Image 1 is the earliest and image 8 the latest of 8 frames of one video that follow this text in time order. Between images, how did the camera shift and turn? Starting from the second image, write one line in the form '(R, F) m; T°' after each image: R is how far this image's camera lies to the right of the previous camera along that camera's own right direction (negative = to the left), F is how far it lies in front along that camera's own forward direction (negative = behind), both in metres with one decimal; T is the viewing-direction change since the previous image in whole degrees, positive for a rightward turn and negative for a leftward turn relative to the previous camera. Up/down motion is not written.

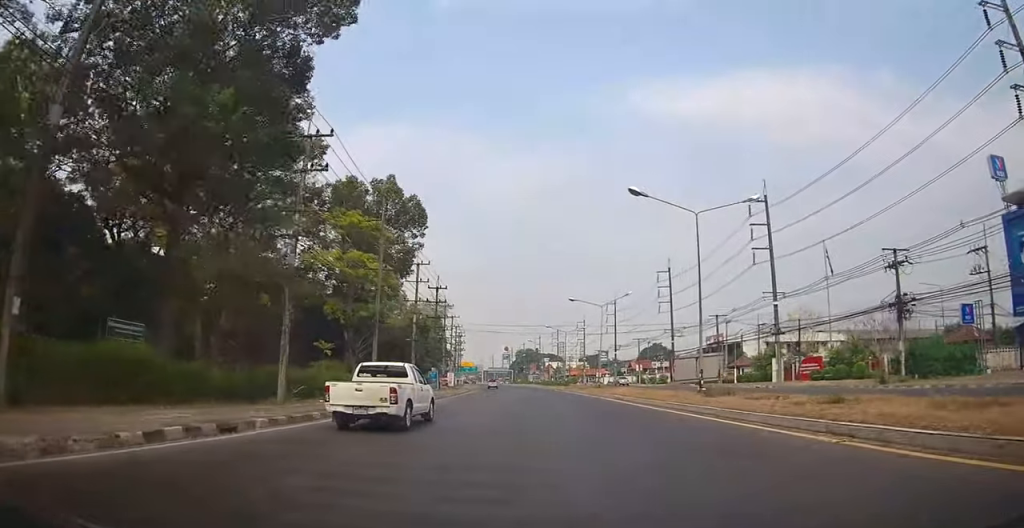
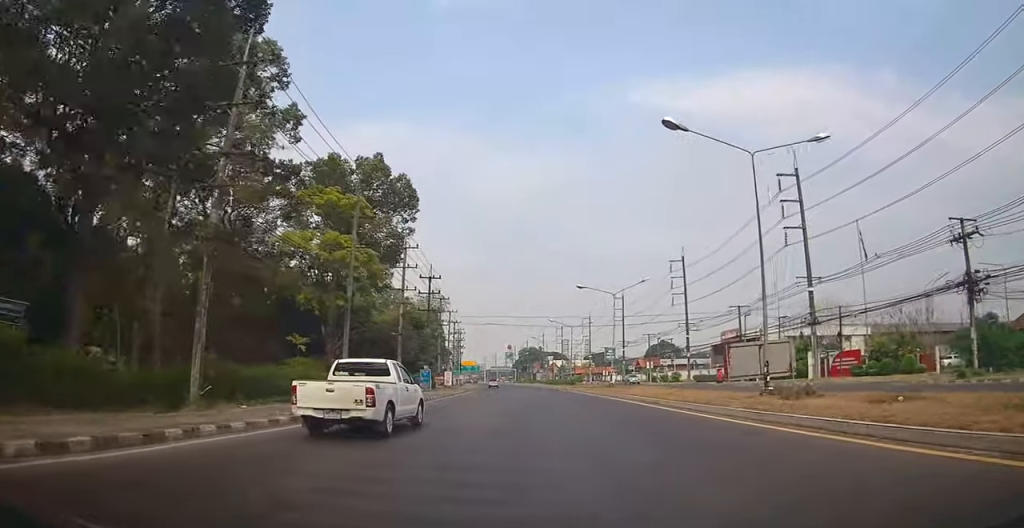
(+0.1, +7.7) m; 0°
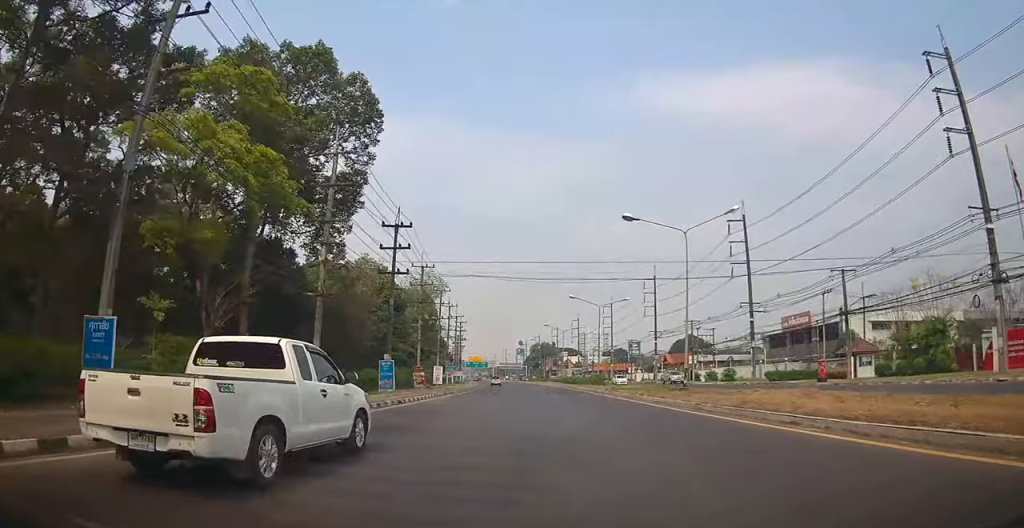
(-0.4, +23.5) m; -2°
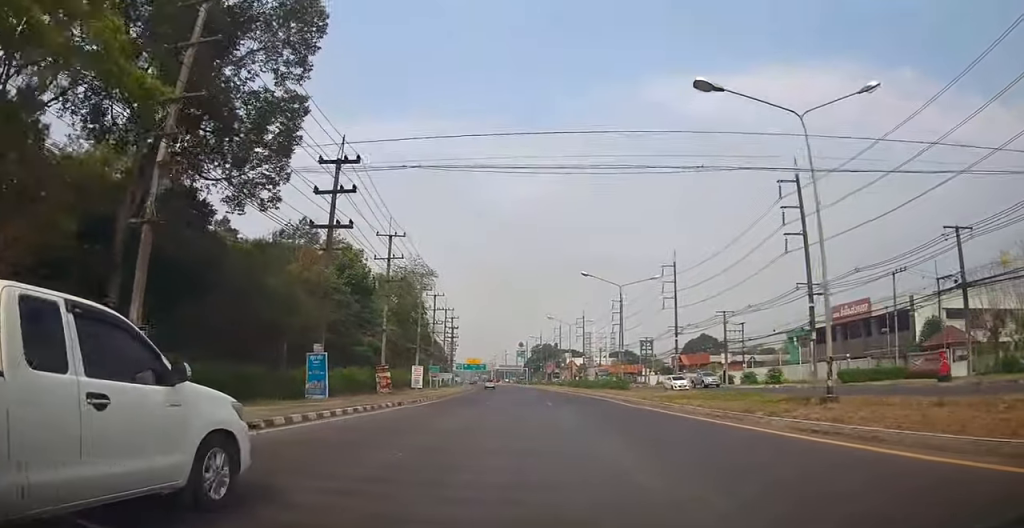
(0.0, +15.4) m; -1°
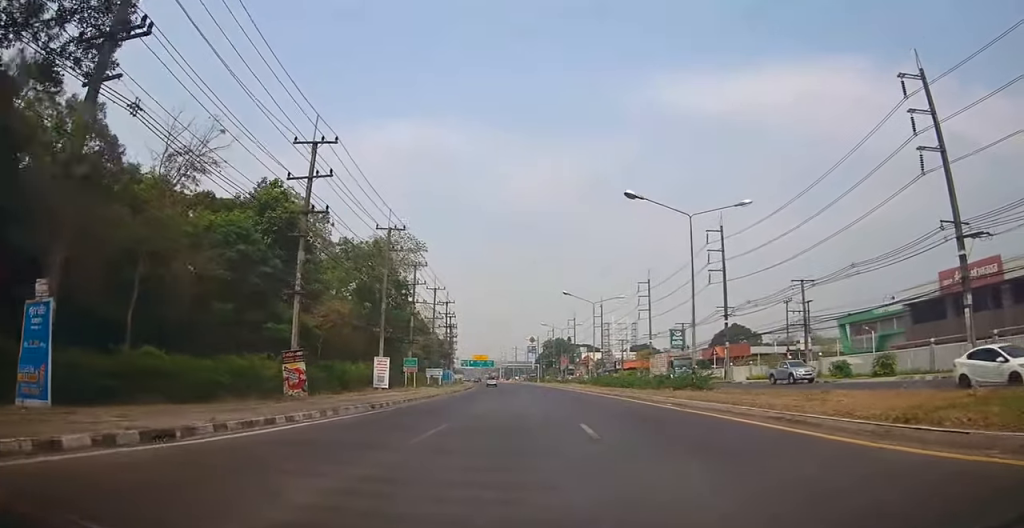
(-0.2, +19.9) m; -1°
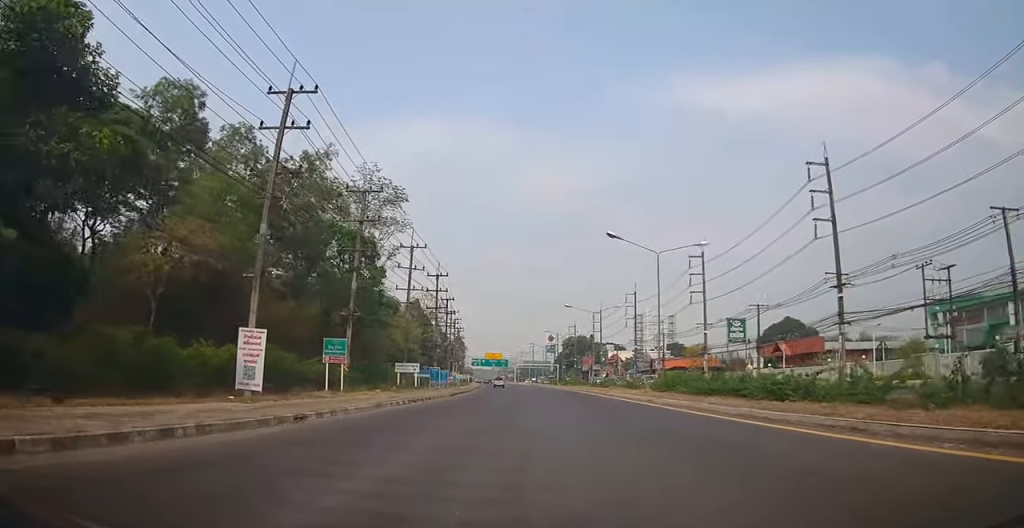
(-0.2, +24.8) m; +1°
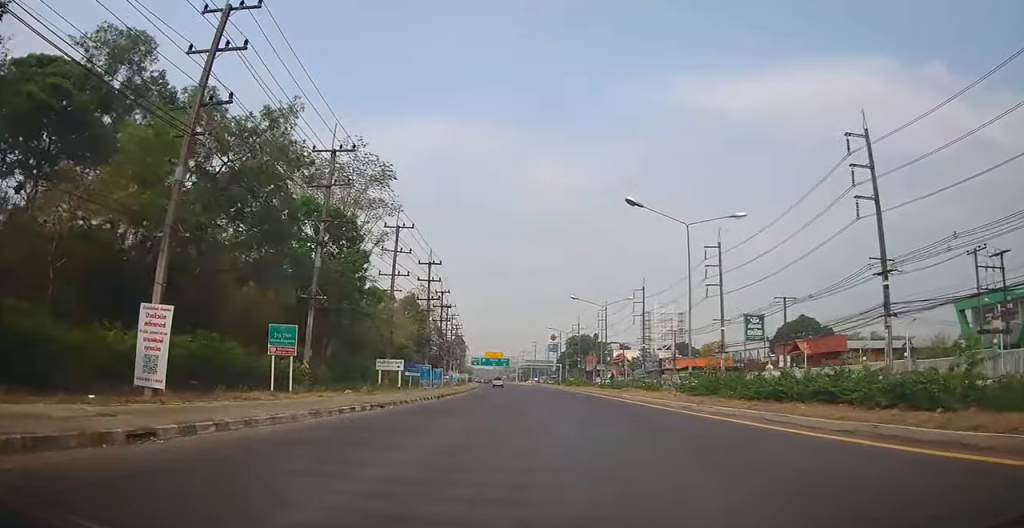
(+0.2, +6.8) m; 0°
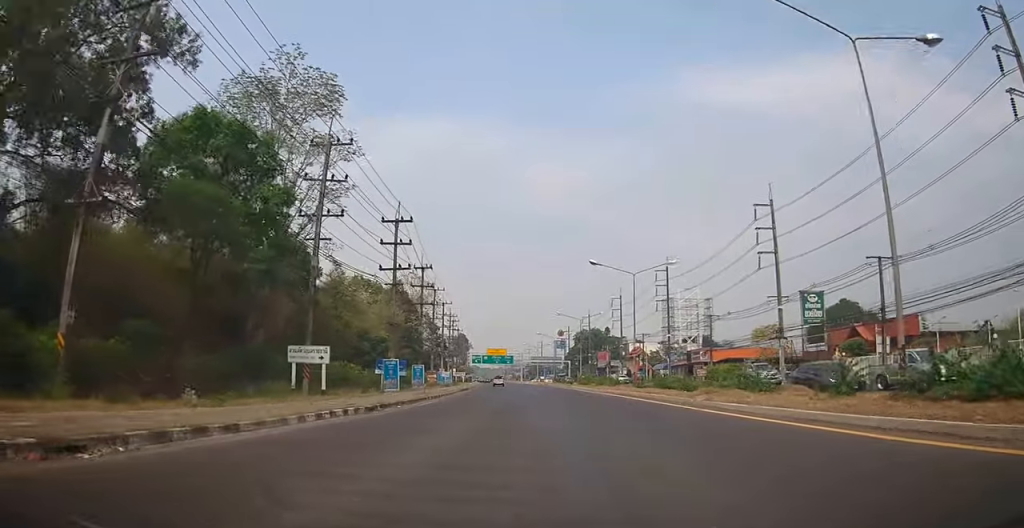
(0.0, +17.2) m; -1°
